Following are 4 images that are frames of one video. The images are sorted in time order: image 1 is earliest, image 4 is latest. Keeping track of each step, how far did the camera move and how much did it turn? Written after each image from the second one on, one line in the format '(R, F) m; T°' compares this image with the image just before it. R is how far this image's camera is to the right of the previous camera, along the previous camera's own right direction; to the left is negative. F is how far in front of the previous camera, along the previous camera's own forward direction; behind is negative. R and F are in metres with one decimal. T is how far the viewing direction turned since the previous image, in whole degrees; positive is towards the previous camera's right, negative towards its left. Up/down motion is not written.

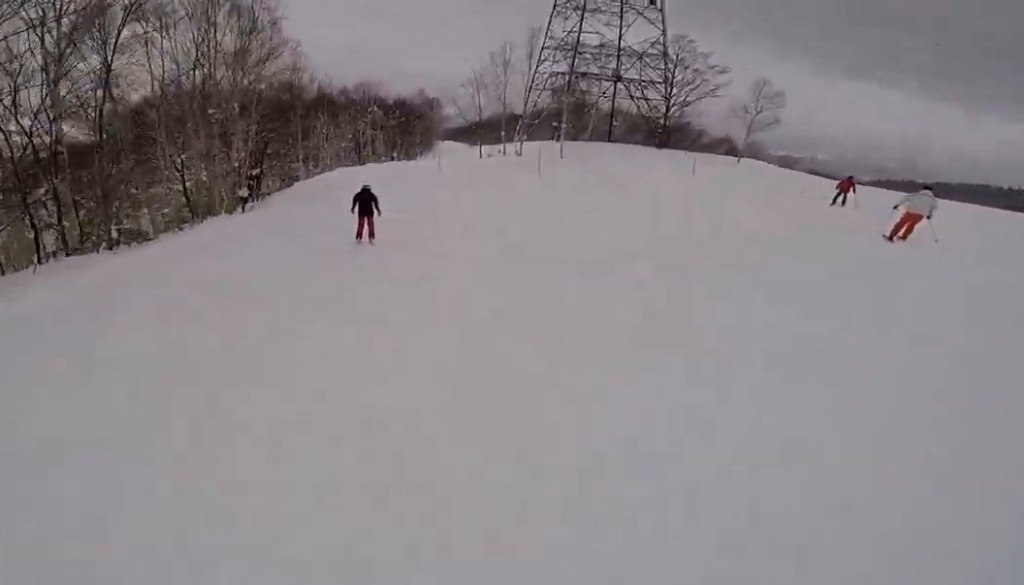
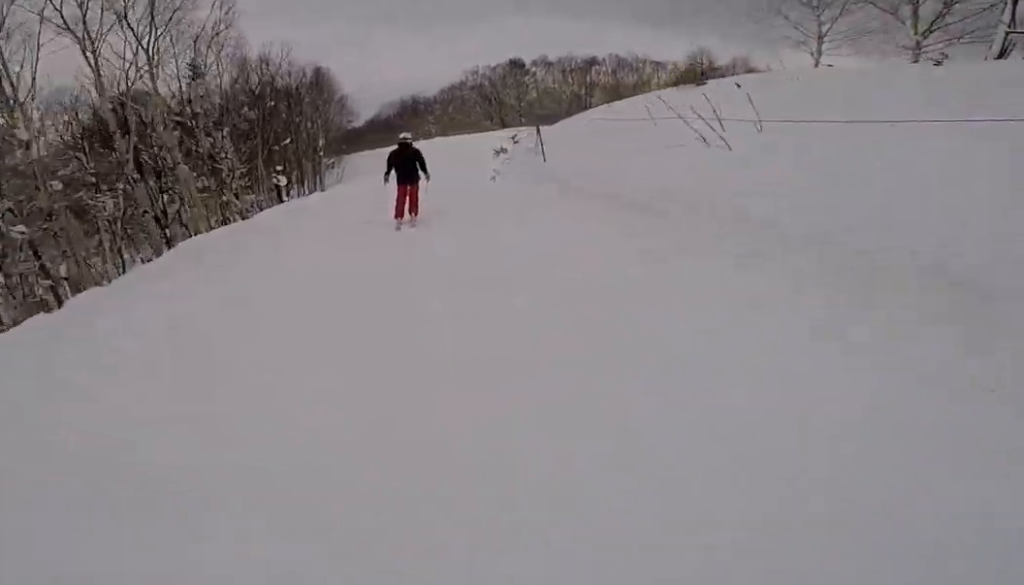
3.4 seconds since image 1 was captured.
(-0.8, +37.7) m; +18°
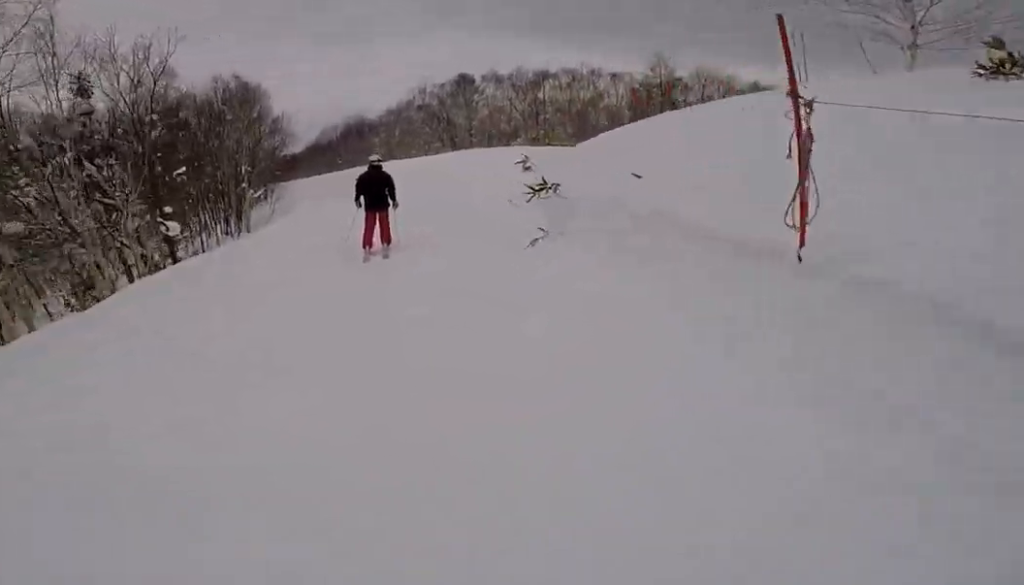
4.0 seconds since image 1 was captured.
(+0.4, +6.1) m; +4°
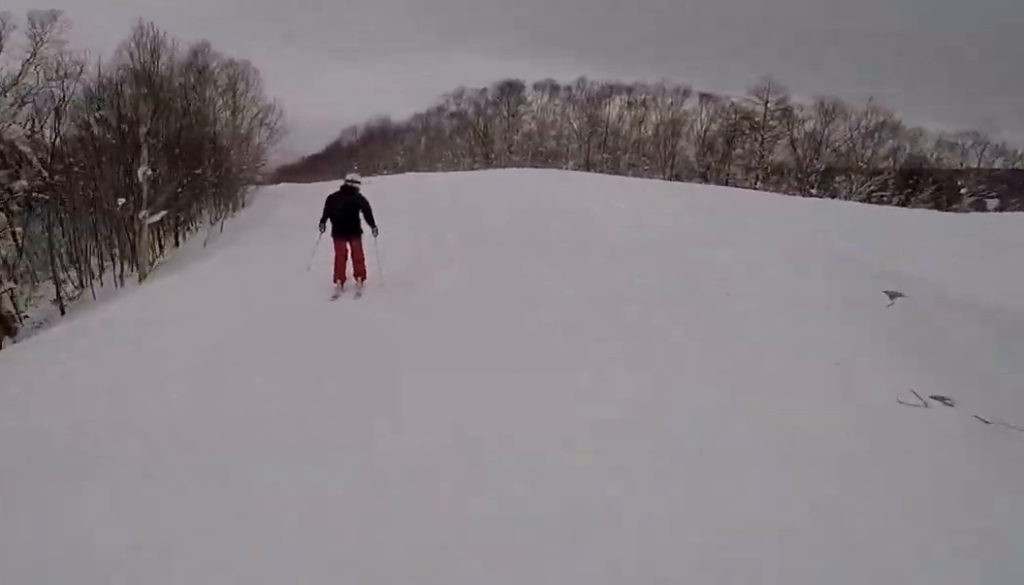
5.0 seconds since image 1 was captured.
(0.0, +9.7) m; -2°
